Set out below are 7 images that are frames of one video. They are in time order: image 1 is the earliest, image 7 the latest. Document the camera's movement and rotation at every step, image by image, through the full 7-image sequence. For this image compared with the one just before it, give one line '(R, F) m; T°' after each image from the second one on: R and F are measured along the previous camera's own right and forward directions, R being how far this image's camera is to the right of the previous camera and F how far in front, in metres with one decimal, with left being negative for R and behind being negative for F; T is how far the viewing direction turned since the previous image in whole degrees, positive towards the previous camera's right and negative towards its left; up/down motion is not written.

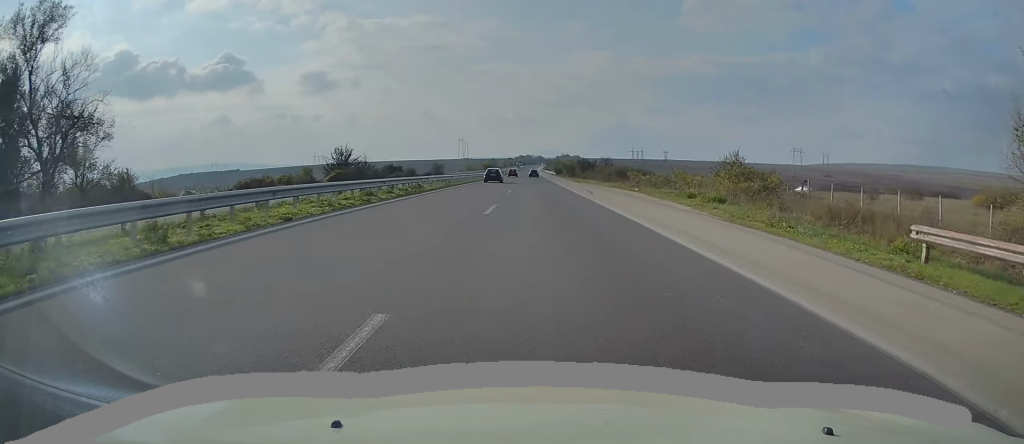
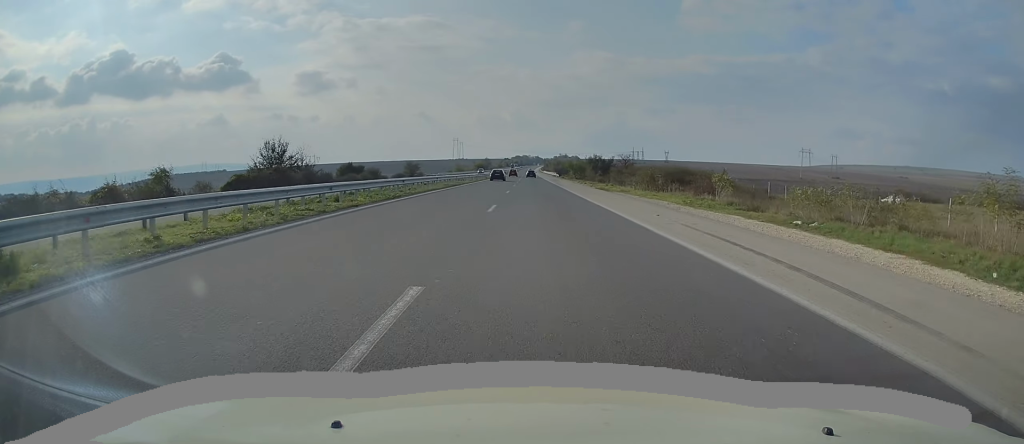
(0.0, +31.4) m; 0°
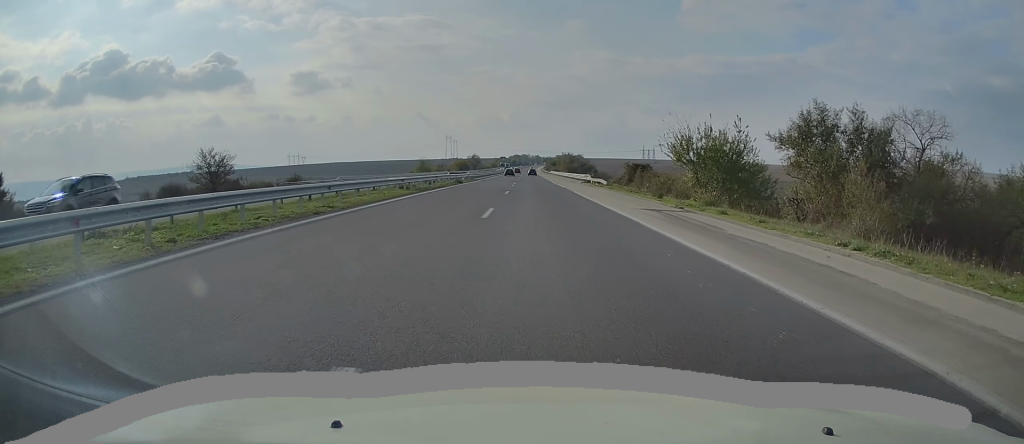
(+0.5, +83.8) m; 0°
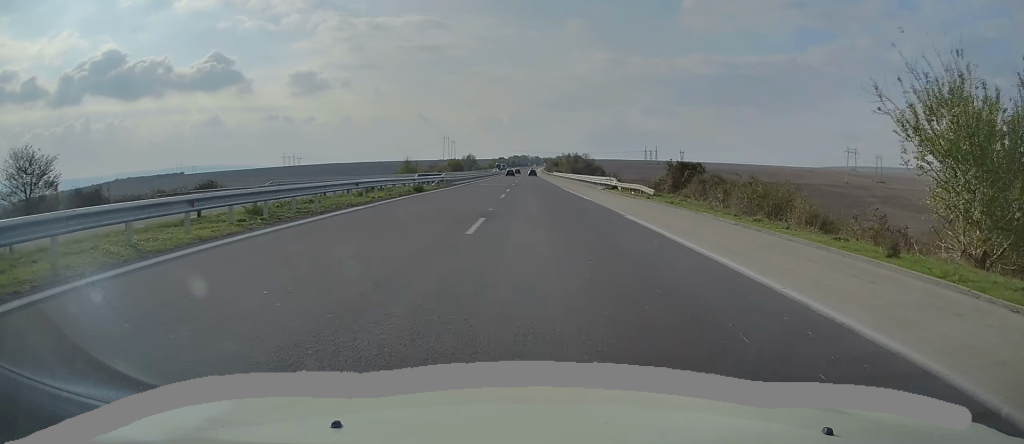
(-0.3, +20.4) m; 0°
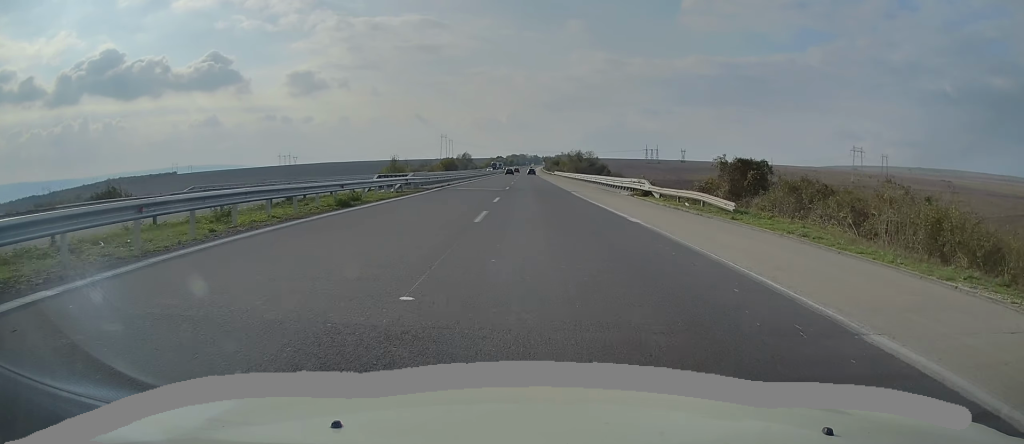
(+0.2, +13.6) m; 0°
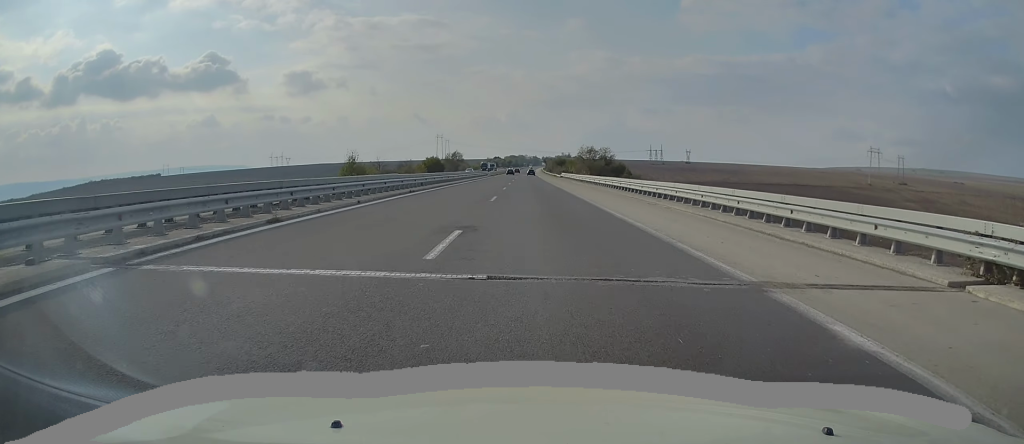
(+0.2, +32.1) m; +1°
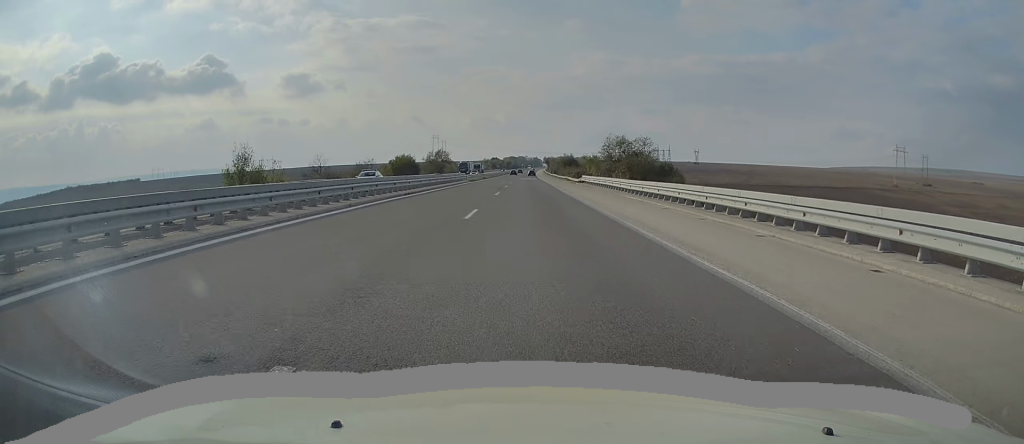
(0.0, +40.9) m; 0°
